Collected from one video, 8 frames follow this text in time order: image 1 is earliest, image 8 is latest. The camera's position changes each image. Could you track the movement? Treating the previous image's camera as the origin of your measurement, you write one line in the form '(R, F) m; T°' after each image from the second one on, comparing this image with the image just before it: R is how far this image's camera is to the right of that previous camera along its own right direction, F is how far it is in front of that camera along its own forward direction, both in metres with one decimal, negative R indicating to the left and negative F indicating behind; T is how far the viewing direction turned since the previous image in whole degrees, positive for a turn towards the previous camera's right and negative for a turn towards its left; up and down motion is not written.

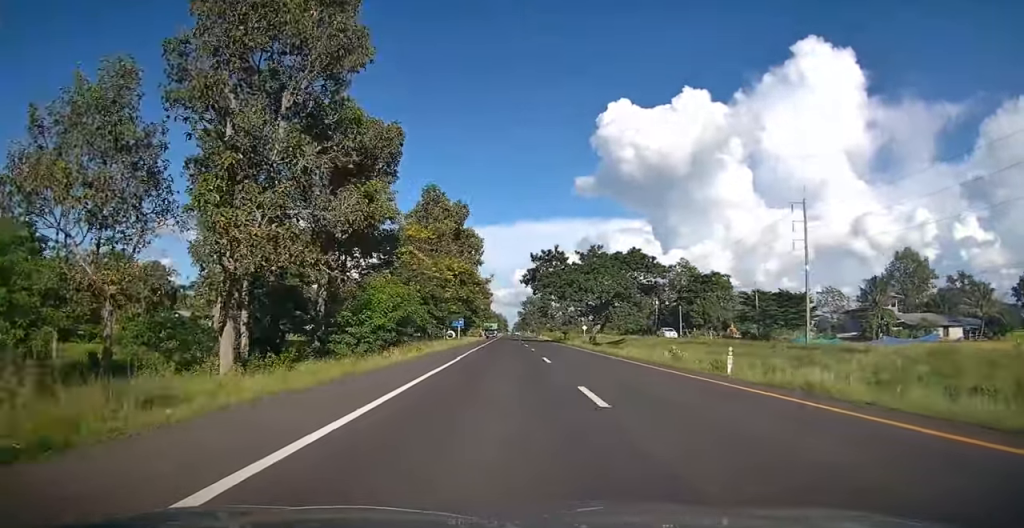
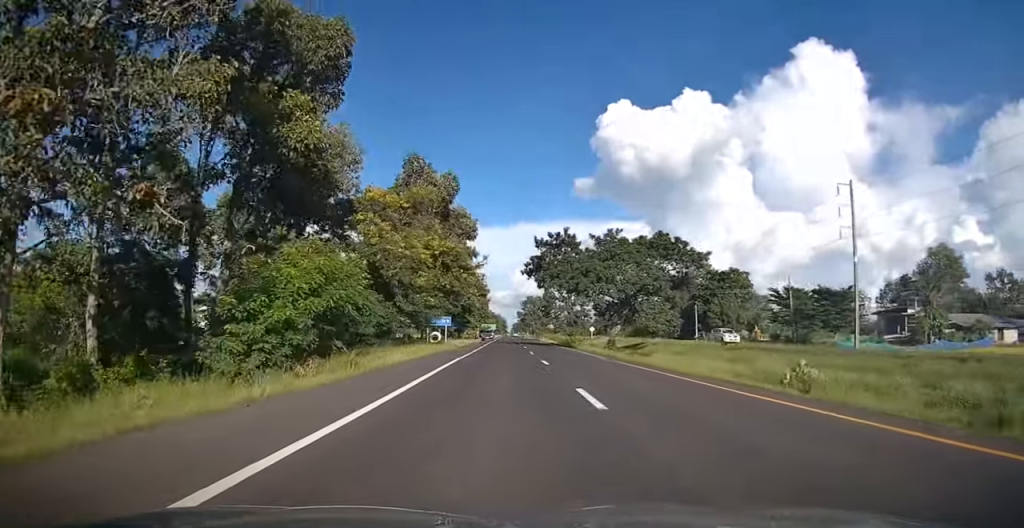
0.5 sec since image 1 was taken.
(+0.1, +11.8) m; 0°
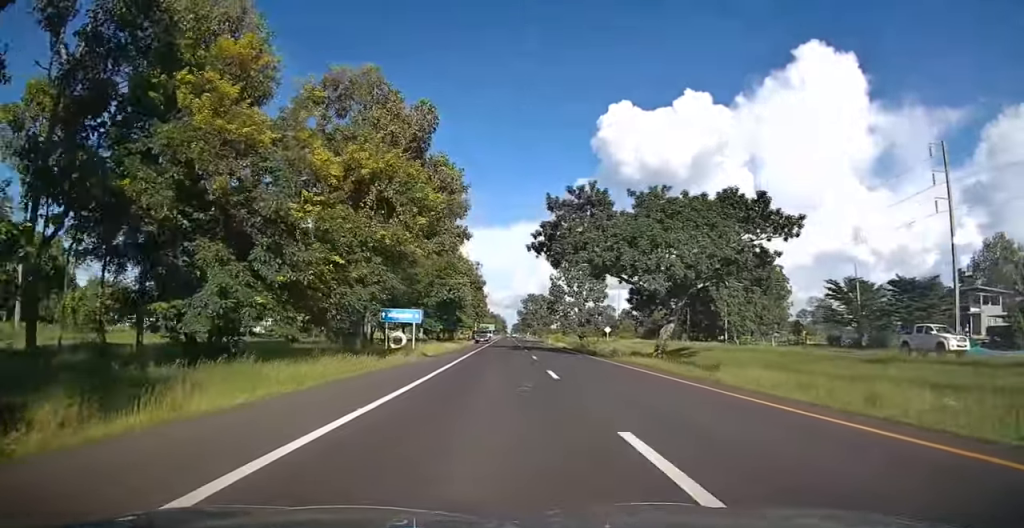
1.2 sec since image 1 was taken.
(-0.2, +16.5) m; 0°
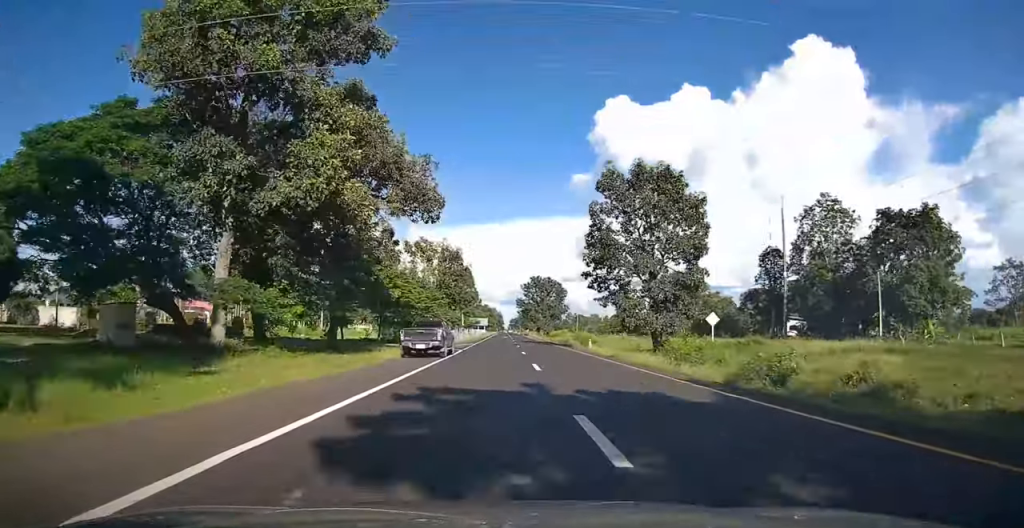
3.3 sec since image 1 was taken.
(+0.6, +46.6) m; 0°
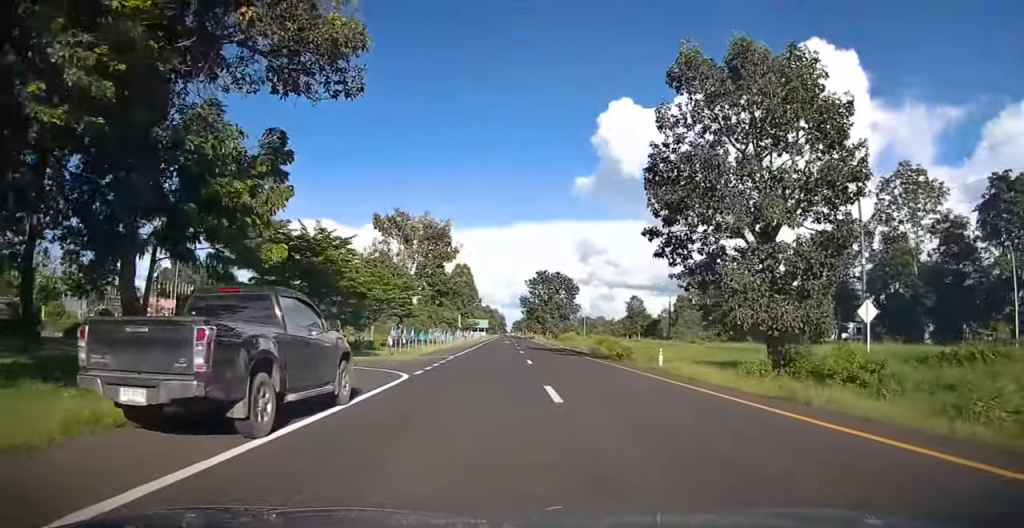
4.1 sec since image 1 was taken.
(-0.2, +18.7) m; 0°
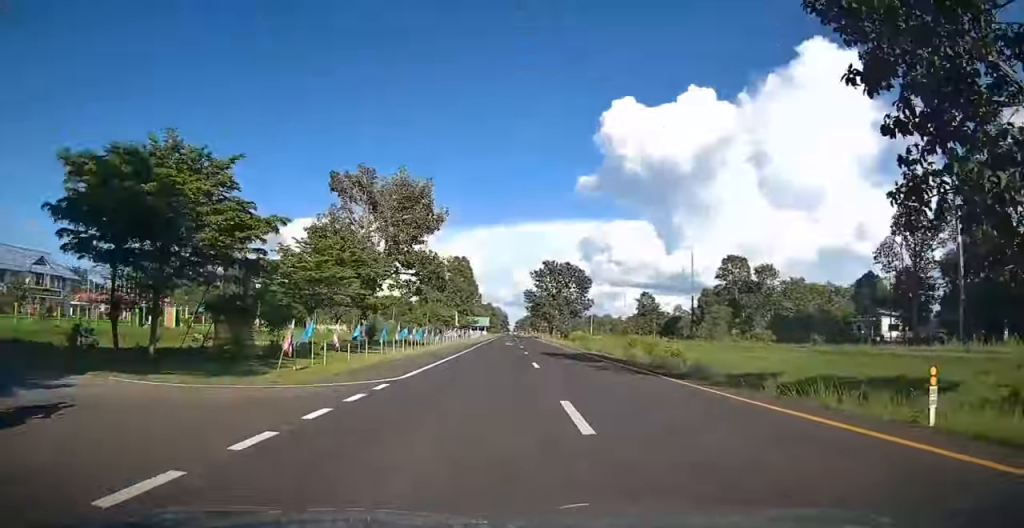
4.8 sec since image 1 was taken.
(0.0, +15.4) m; 0°
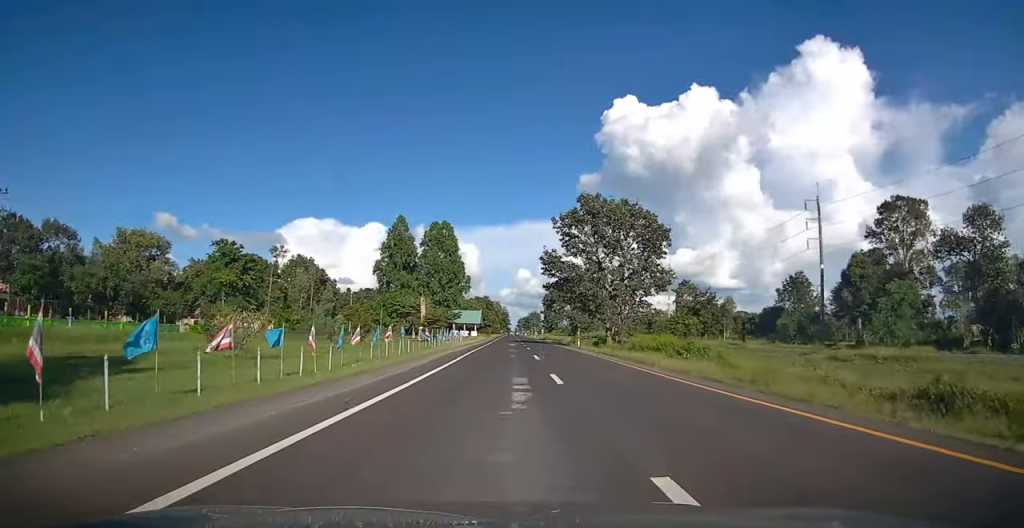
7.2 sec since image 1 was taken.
(-0.1, +52.8) m; 0°
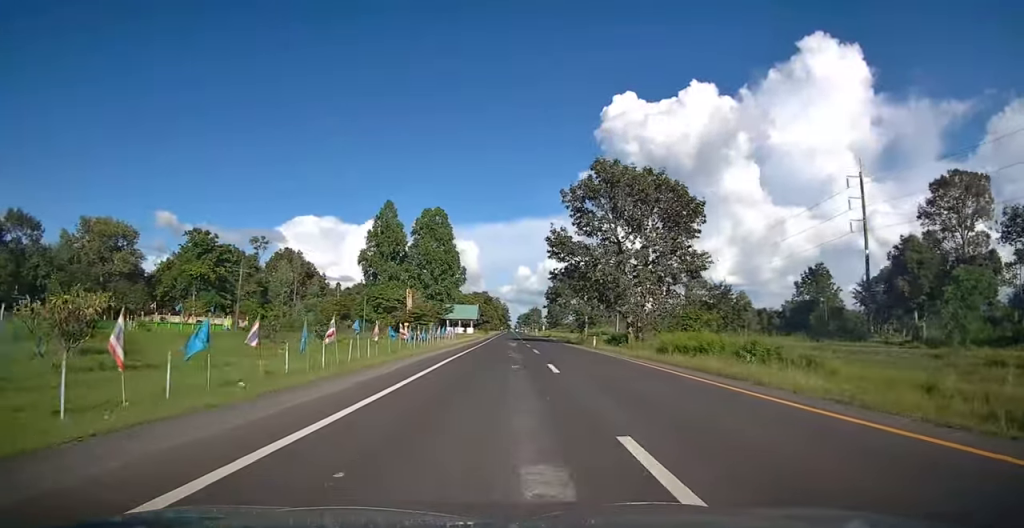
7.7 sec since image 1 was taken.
(0.0, +10.2) m; 0°
